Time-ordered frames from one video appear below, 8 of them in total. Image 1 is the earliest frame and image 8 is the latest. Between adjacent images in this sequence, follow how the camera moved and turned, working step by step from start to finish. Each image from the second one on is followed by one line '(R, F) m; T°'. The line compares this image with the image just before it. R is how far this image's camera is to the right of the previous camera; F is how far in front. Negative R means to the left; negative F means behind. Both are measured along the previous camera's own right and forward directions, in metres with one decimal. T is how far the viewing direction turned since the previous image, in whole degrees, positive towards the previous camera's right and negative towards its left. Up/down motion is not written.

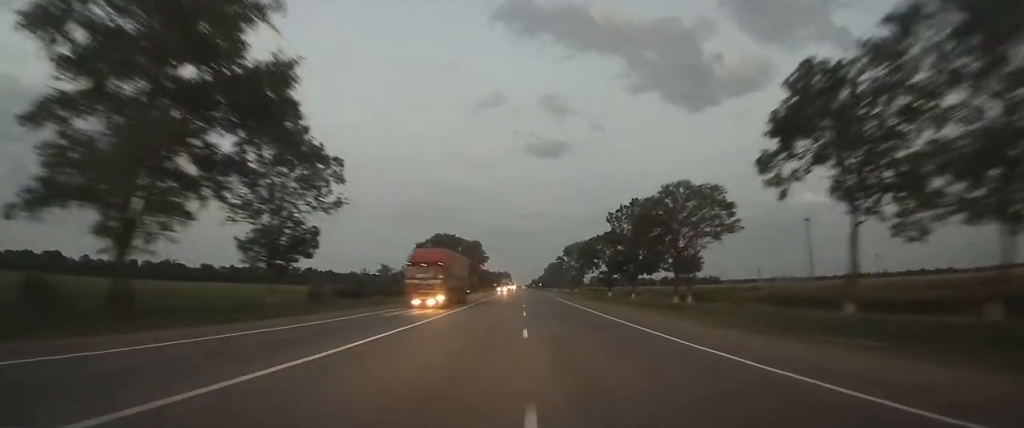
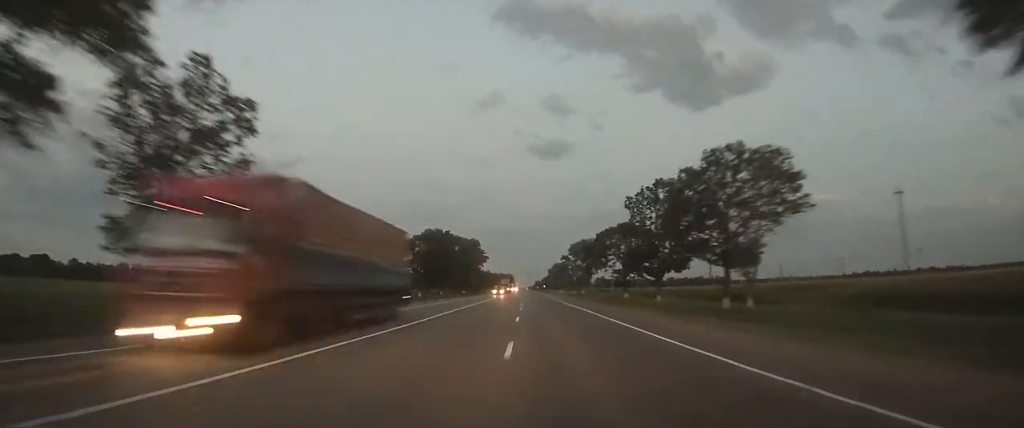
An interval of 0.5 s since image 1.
(0.0, +16.4) m; 0°
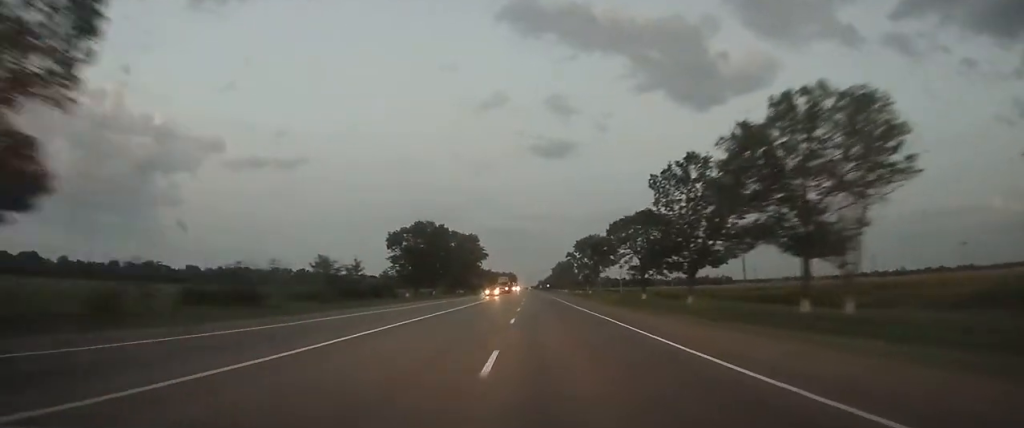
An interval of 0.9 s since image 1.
(+0.2, +14.4) m; 0°
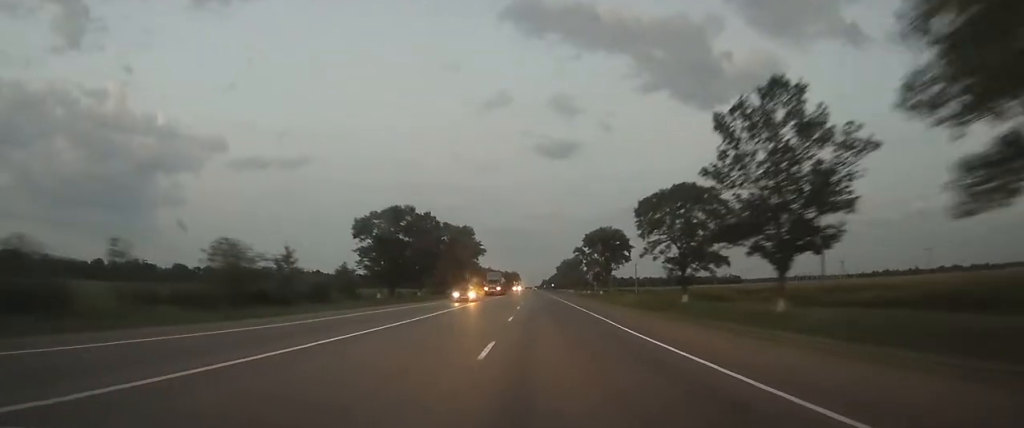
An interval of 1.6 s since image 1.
(+0.1, +22.3) m; 0°
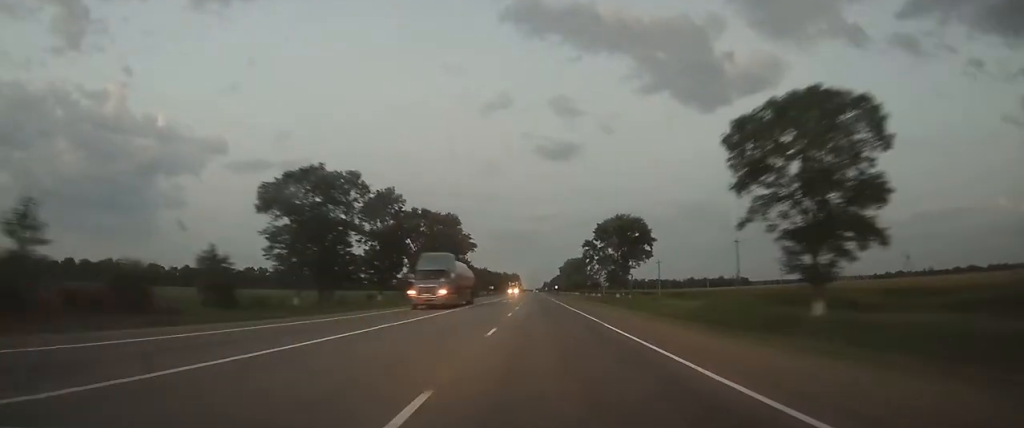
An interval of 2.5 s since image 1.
(-0.4, +31.3) m; -1°
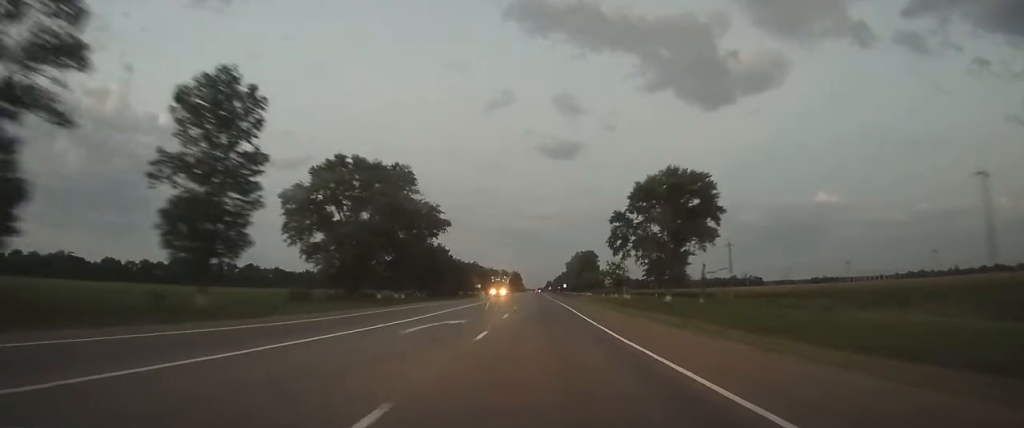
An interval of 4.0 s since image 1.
(0.0, +50.1) m; 0°
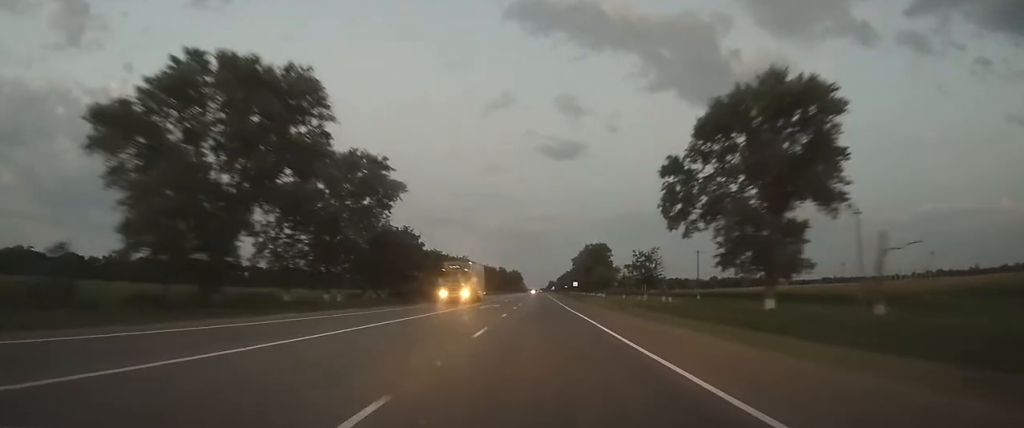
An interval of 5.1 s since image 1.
(-0.1, +36.5) m; -1°
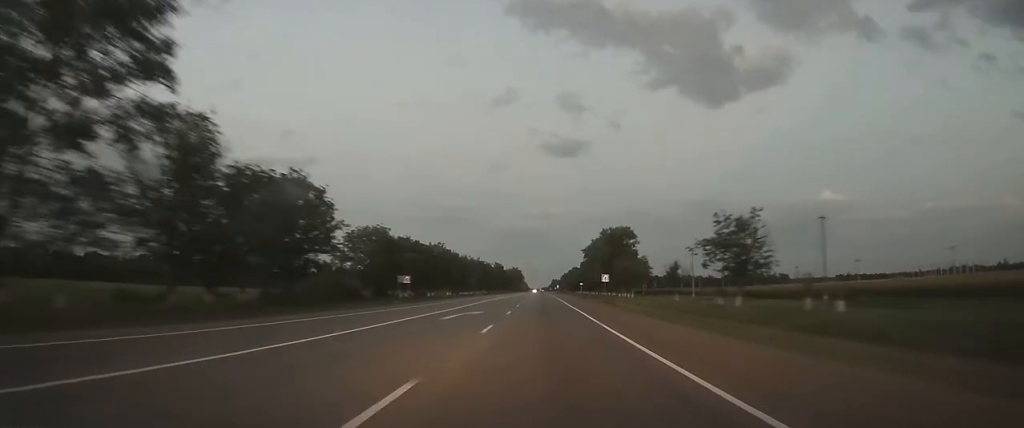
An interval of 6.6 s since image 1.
(-0.4, +47.1) m; -1°
